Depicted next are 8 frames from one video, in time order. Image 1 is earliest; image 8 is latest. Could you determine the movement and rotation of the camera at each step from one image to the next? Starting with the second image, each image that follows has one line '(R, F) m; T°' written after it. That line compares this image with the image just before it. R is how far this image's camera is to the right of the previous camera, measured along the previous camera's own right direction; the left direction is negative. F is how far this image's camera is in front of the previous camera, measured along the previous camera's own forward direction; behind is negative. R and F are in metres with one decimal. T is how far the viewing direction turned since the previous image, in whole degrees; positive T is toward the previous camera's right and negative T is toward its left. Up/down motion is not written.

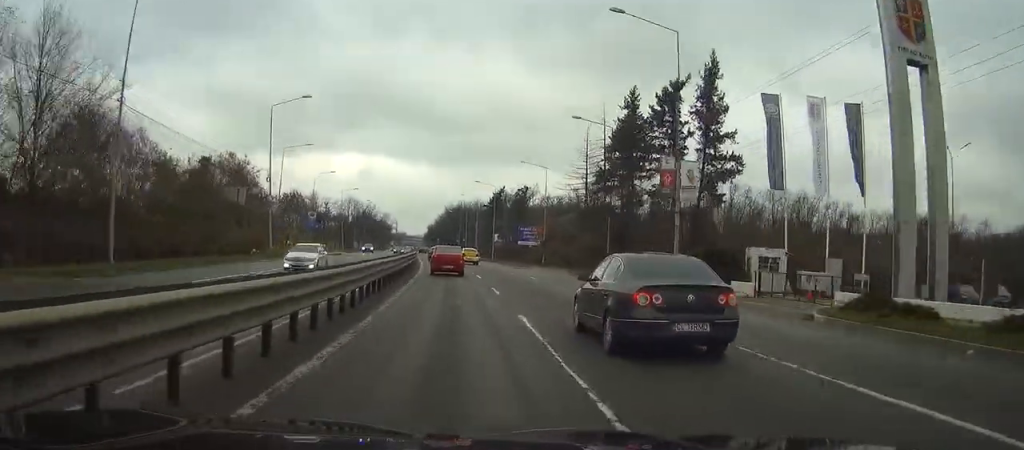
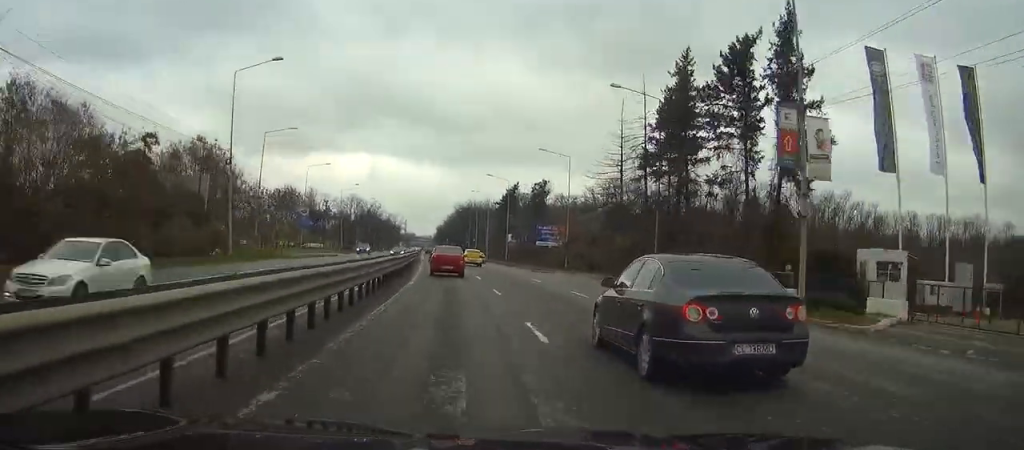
(-0.2, +12.3) m; -1°
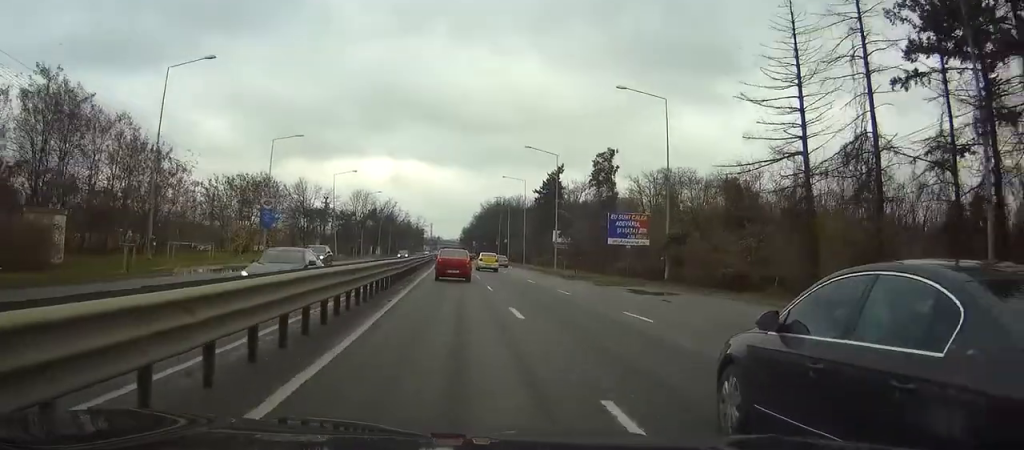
(-0.6, +30.7) m; -2°
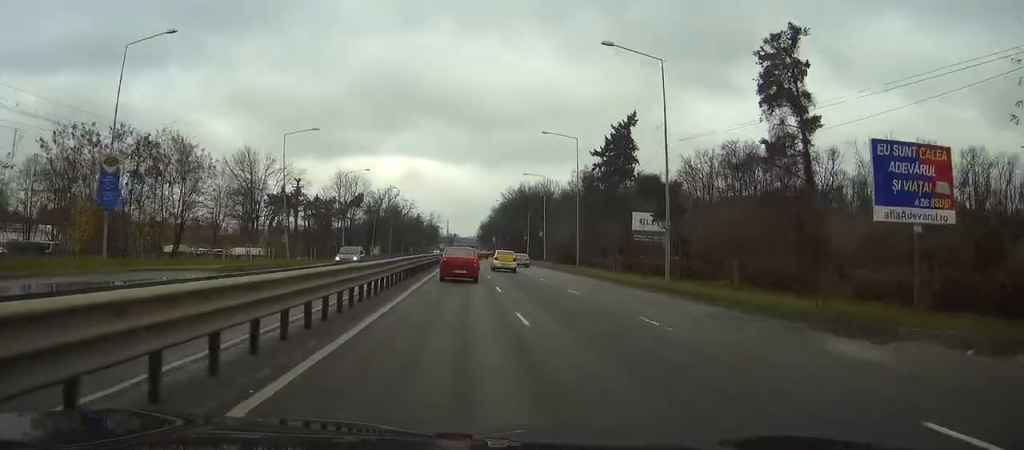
(-0.6, +36.9) m; -2°
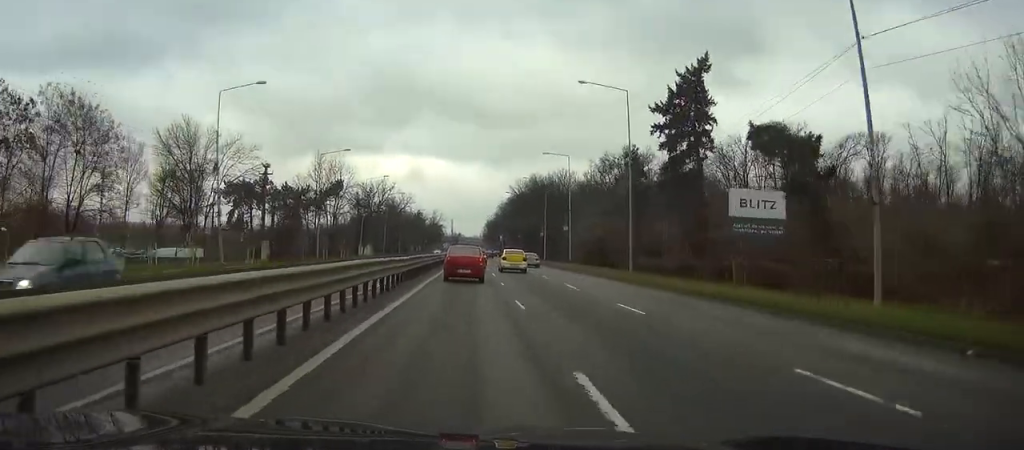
(-0.1, +20.2) m; -1°
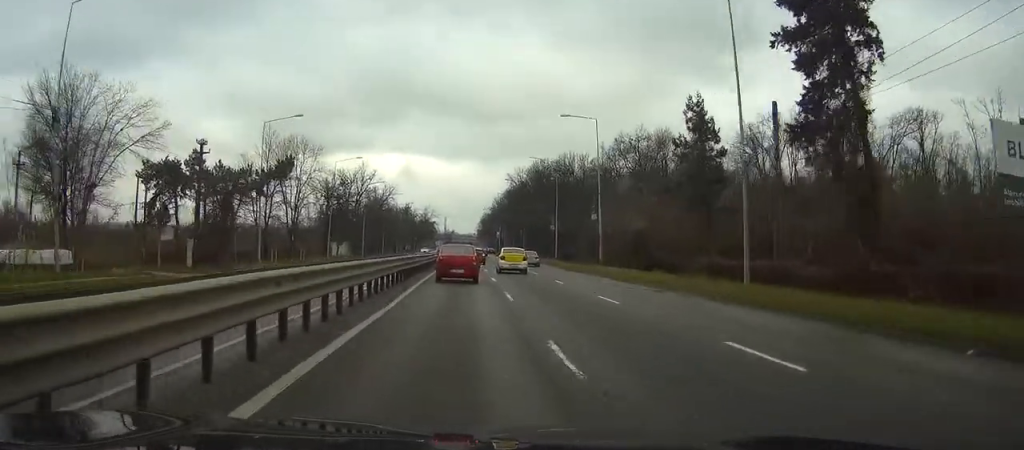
(-0.1, +20.8) m; 0°
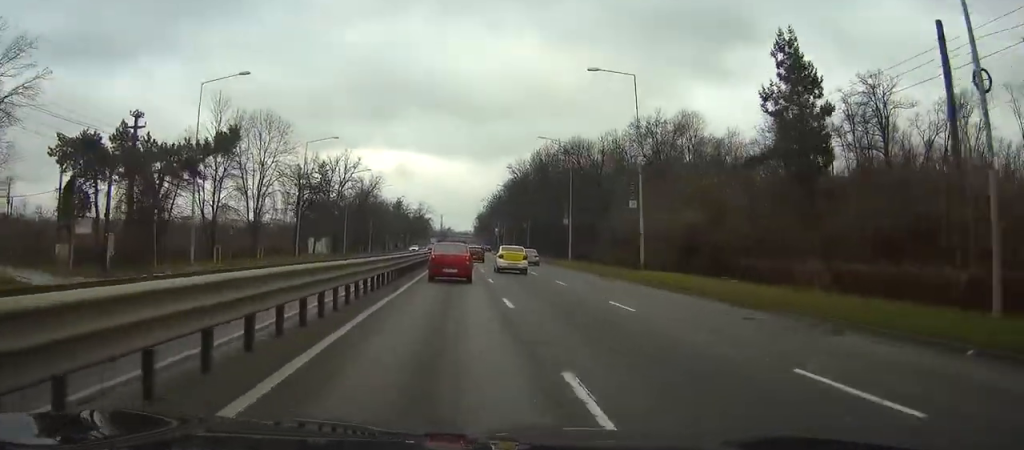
(0.0, +14.6) m; 0°
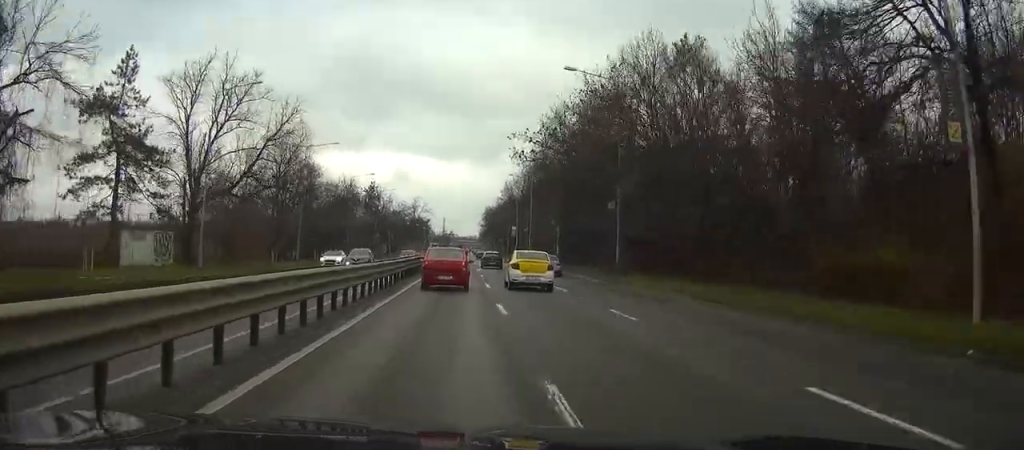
(+0.3, +58.2) m; 0°
